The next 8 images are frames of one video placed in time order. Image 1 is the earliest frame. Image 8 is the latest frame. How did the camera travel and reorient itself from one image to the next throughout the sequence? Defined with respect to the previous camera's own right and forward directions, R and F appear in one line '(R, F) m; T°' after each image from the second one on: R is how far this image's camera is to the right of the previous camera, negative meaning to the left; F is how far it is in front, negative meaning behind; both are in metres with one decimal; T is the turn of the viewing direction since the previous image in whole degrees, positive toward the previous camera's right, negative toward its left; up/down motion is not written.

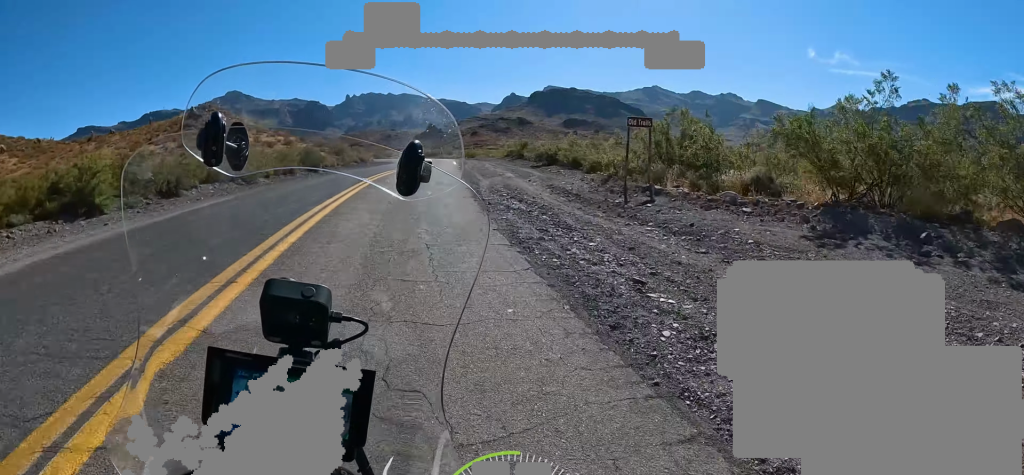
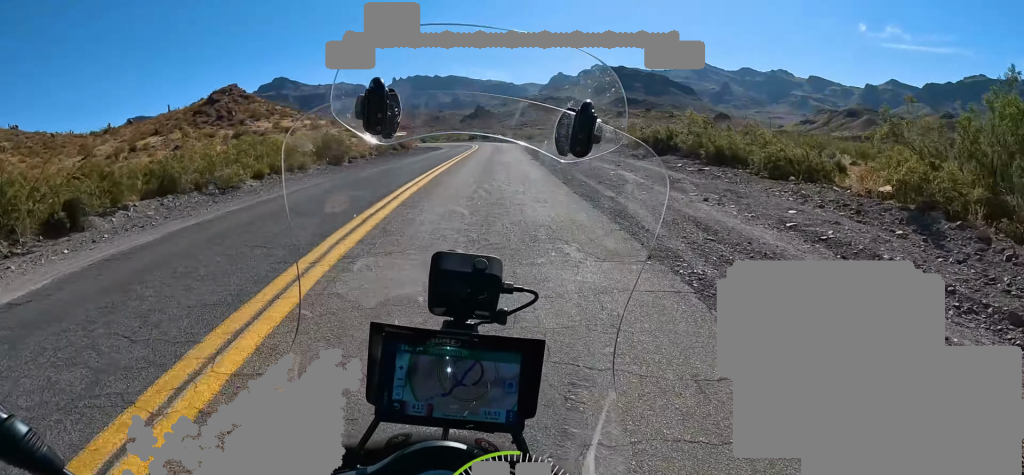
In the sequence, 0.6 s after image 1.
(+0.3, +12.7) m; +2°
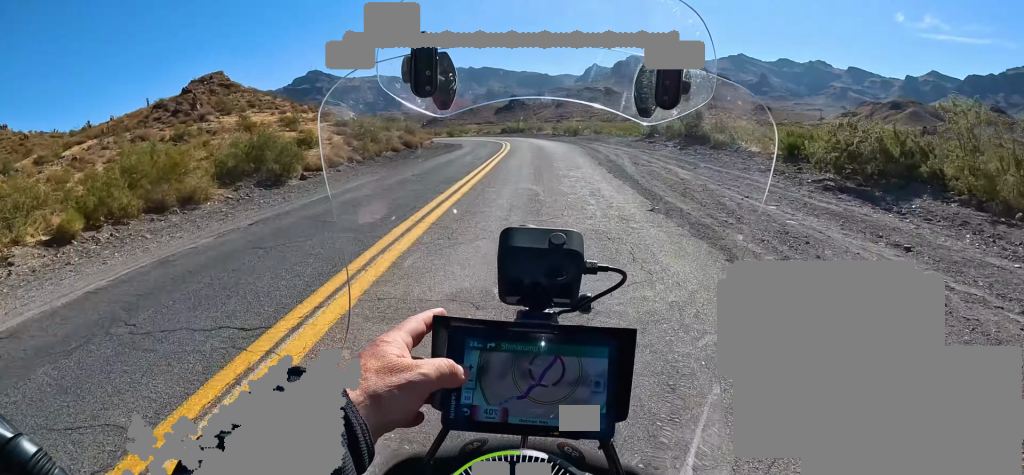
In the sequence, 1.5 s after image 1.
(+0.4, +16.2) m; 0°
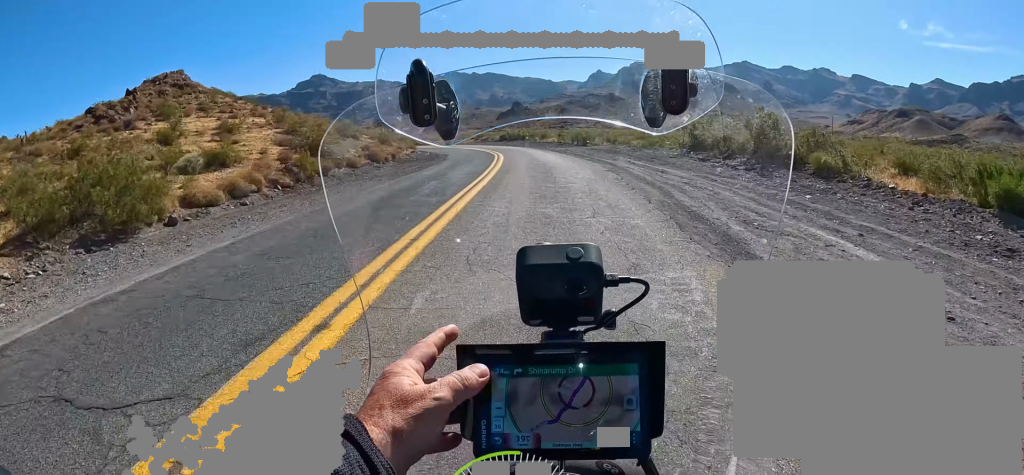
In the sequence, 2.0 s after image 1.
(-0.2, +9.2) m; -4°
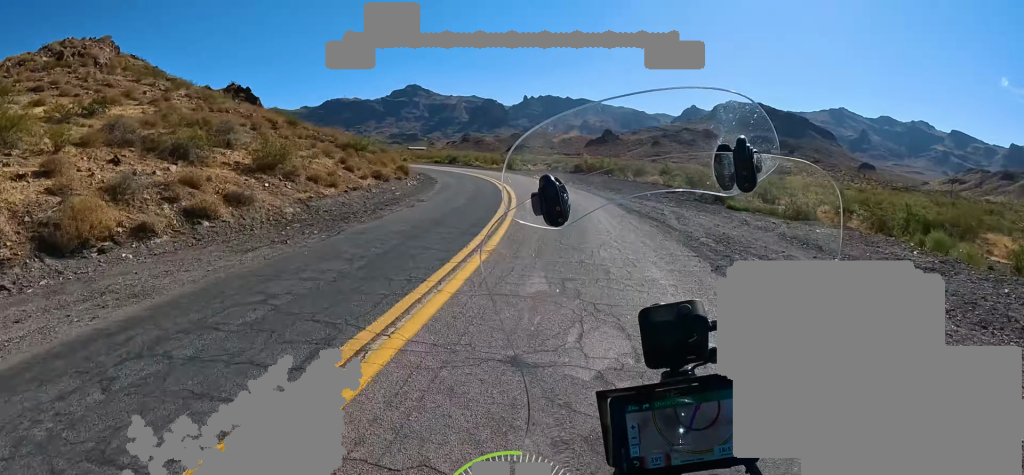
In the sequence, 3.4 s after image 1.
(-2.6, +23.9) m; -10°
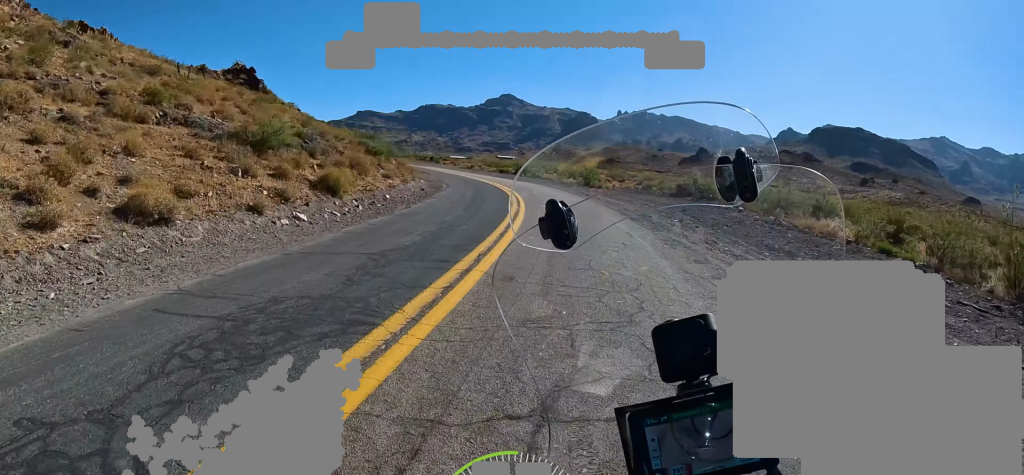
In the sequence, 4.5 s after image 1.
(-0.1, +16.7) m; -5°
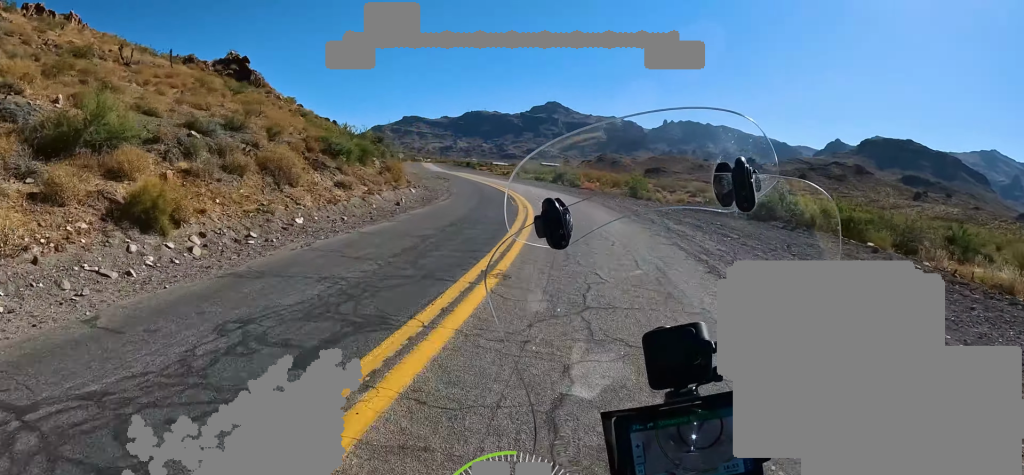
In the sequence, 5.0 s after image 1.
(-0.6, +7.9) m; -4°
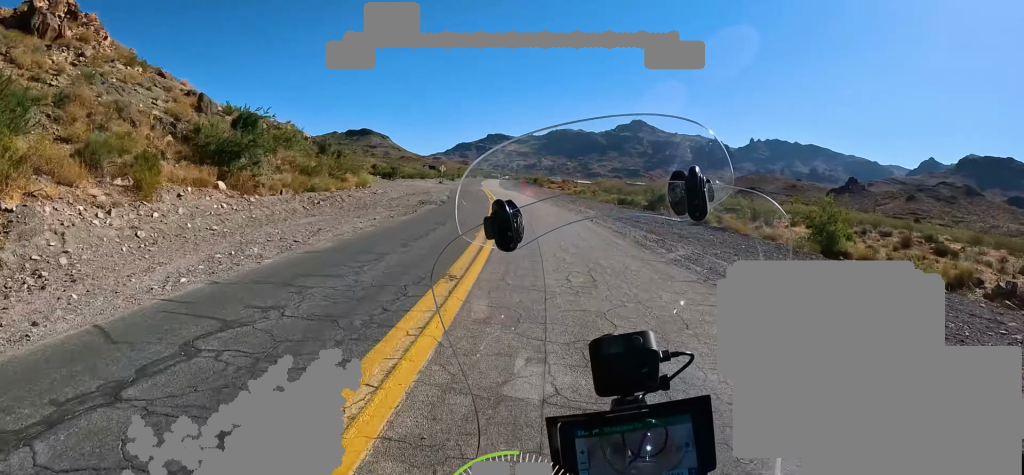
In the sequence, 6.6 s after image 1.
(-2.9, +26.7) m; -12°
